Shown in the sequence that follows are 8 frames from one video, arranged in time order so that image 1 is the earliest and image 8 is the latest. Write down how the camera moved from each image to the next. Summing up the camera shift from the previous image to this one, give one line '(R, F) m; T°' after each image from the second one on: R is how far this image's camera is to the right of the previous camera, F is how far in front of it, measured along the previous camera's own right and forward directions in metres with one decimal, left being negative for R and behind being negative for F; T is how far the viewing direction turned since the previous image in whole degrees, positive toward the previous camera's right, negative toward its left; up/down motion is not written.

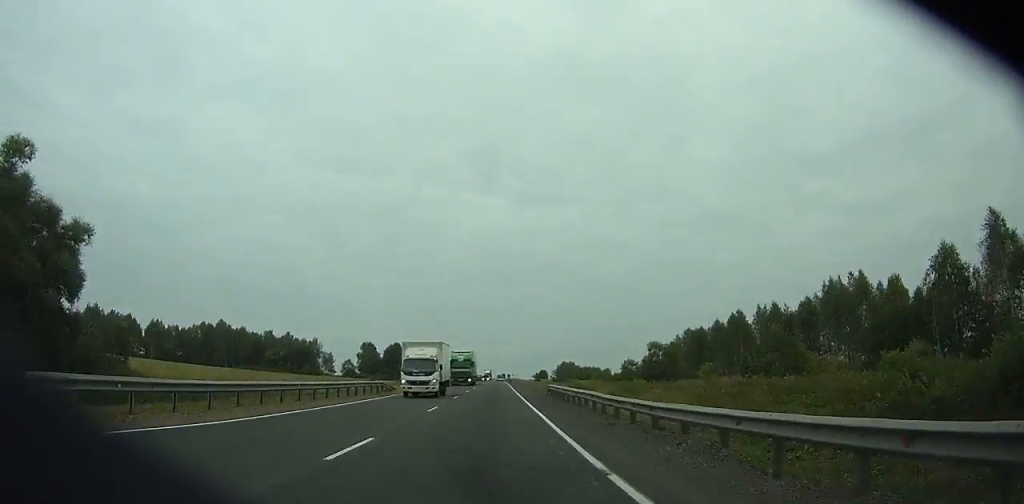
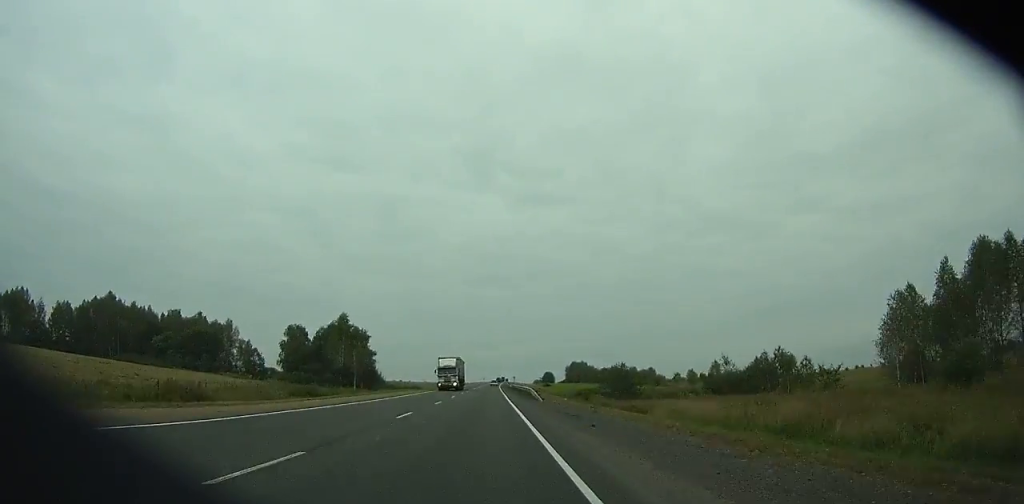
(+1.1, +100.1) m; +1°
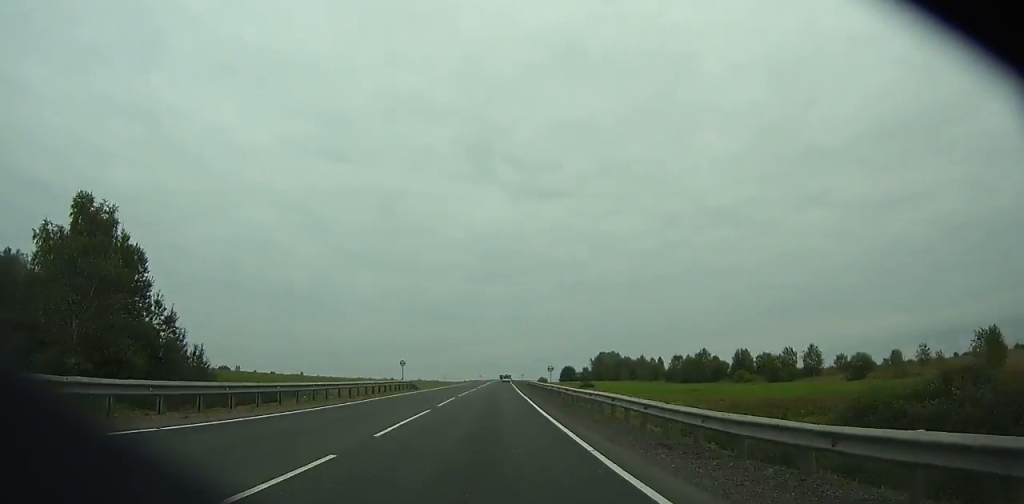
(-0.1, +107.8) m; 0°
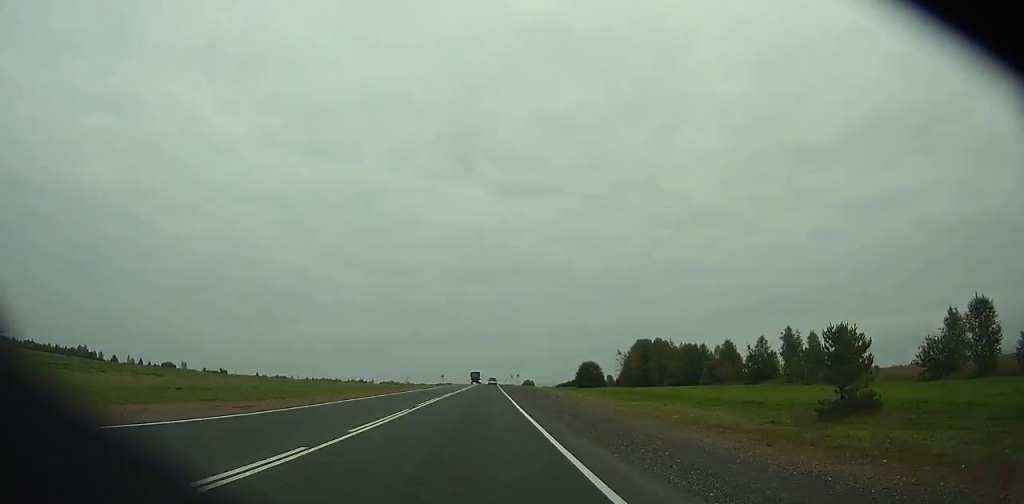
(+1.4, +118.4) m; +1°
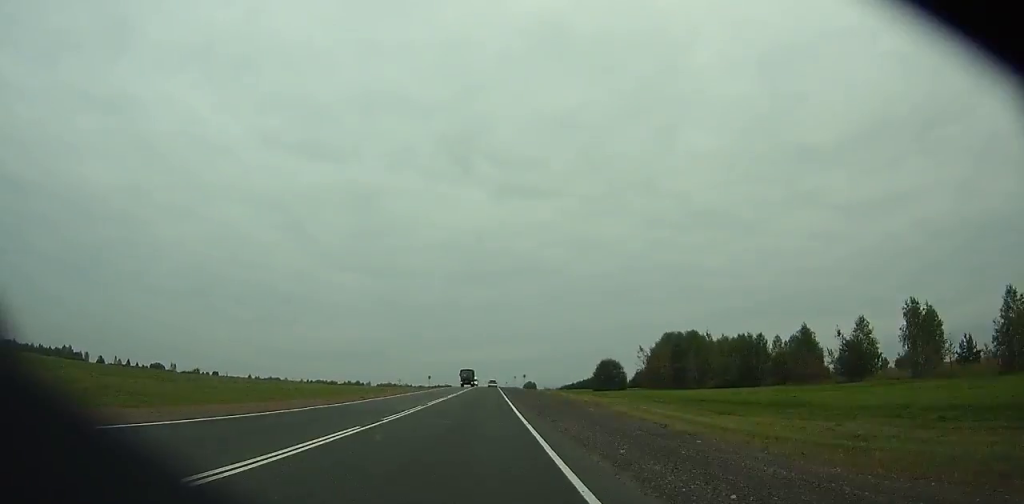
(+0.1, +30.7) m; 0°
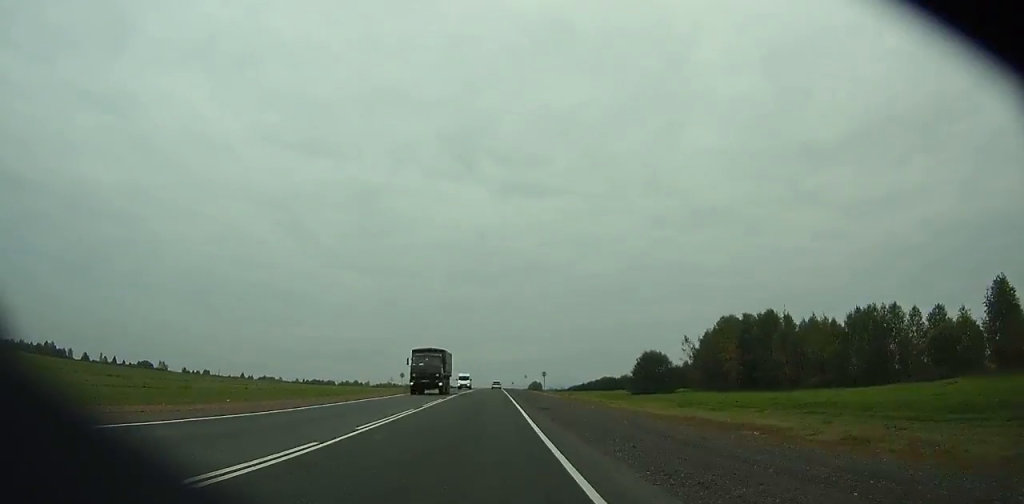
(0.0, +40.9) m; 0°
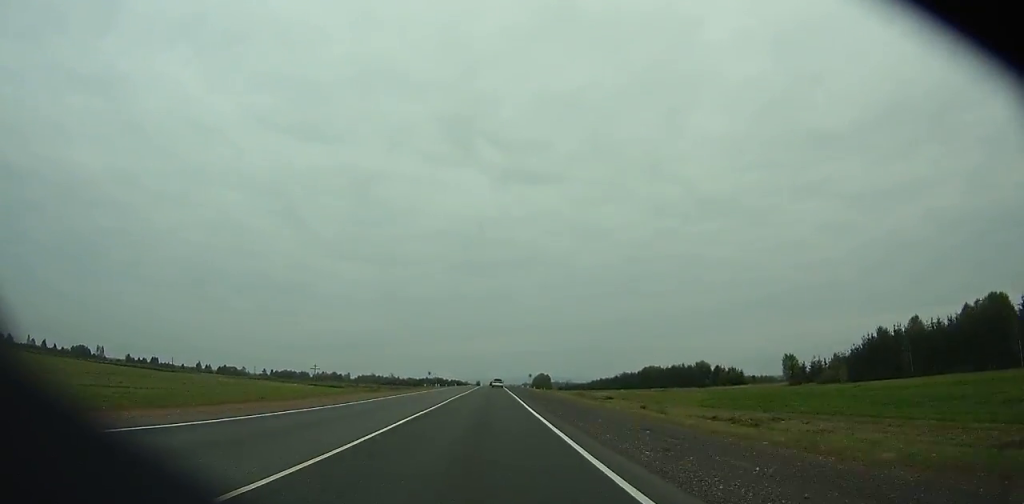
(-0.2, +133.5) m; 0°
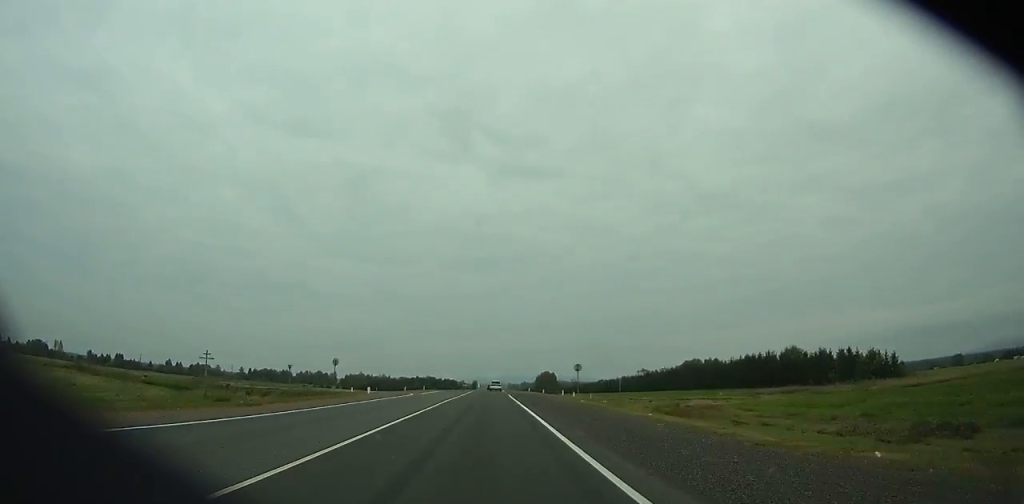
(+0.3, +72.5) m; 0°
